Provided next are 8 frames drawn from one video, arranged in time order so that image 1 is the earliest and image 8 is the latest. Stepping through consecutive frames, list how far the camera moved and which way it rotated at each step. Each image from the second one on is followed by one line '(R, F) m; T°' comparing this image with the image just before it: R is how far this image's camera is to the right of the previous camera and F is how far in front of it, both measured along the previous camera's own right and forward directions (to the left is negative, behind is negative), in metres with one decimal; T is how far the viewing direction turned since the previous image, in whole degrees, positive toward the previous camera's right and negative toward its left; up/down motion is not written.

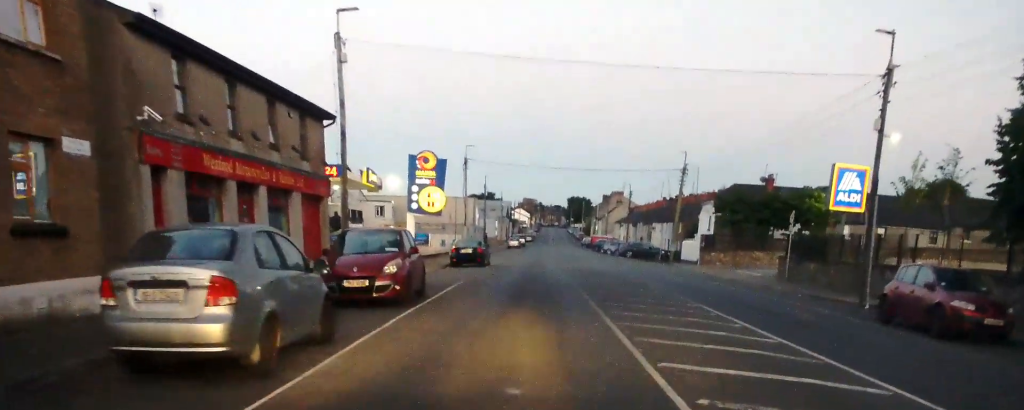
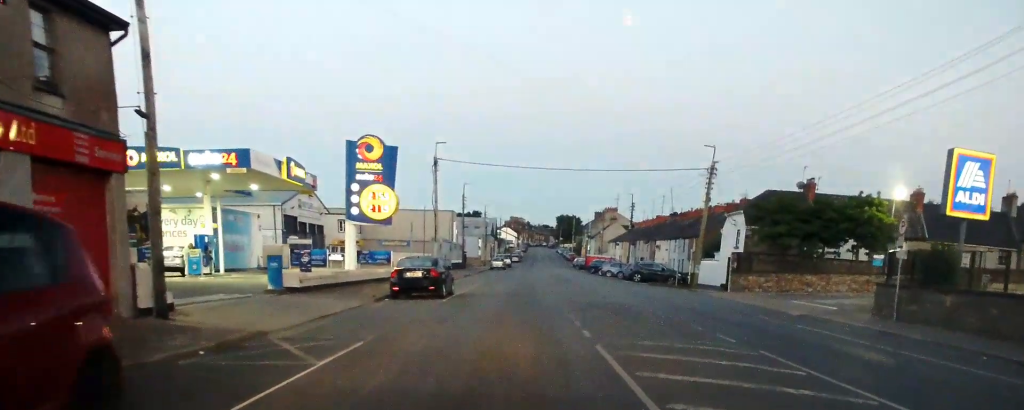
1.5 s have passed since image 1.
(-0.6, +13.7) m; -4°
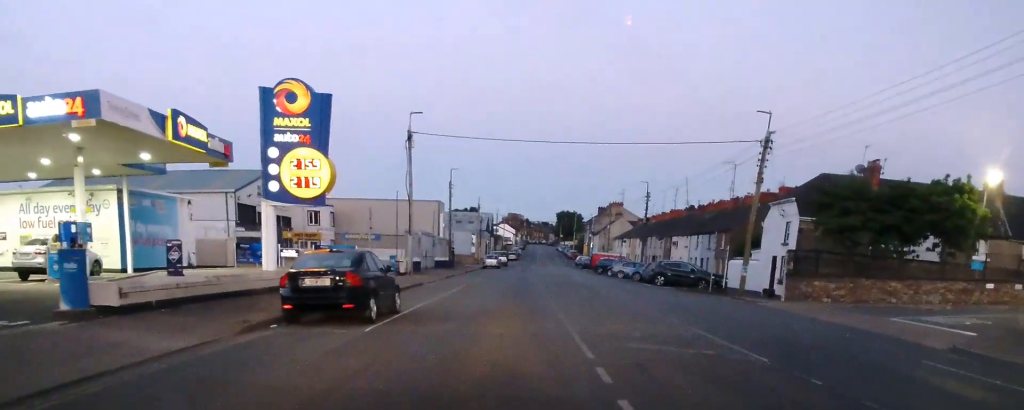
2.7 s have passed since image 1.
(0.0, +11.1) m; 0°
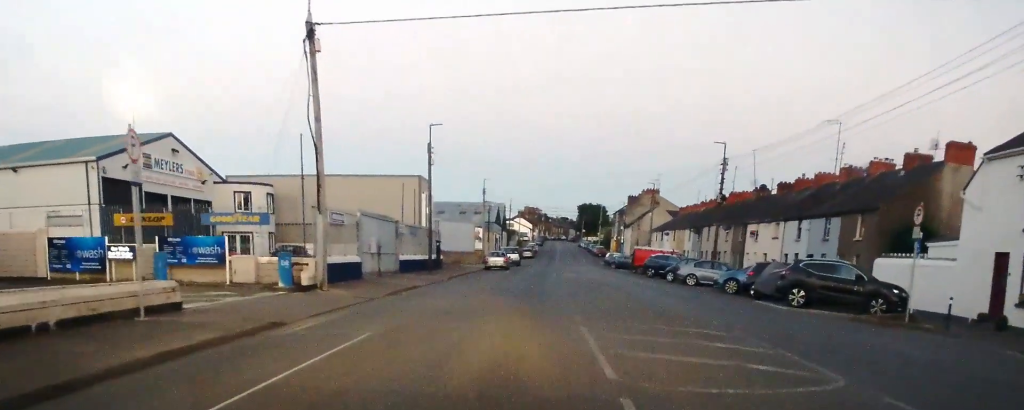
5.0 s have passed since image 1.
(+0.8, +23.1) m; +2°
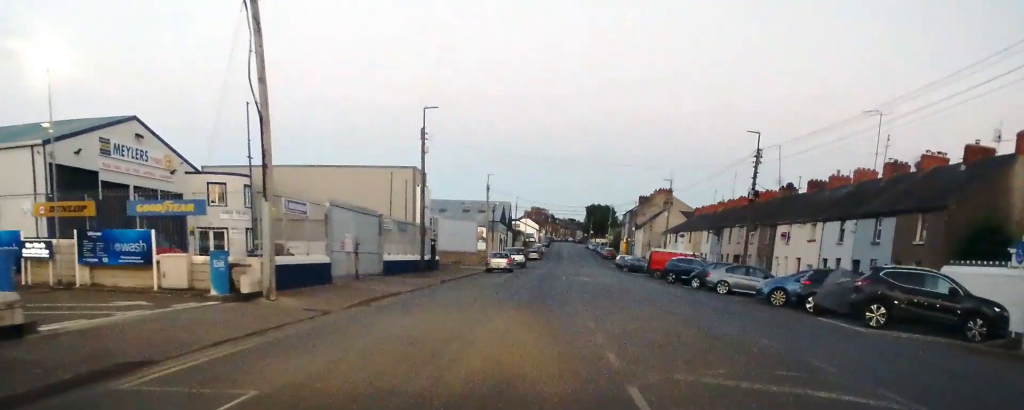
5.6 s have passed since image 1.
(-0.2, +5.7) m; -2°
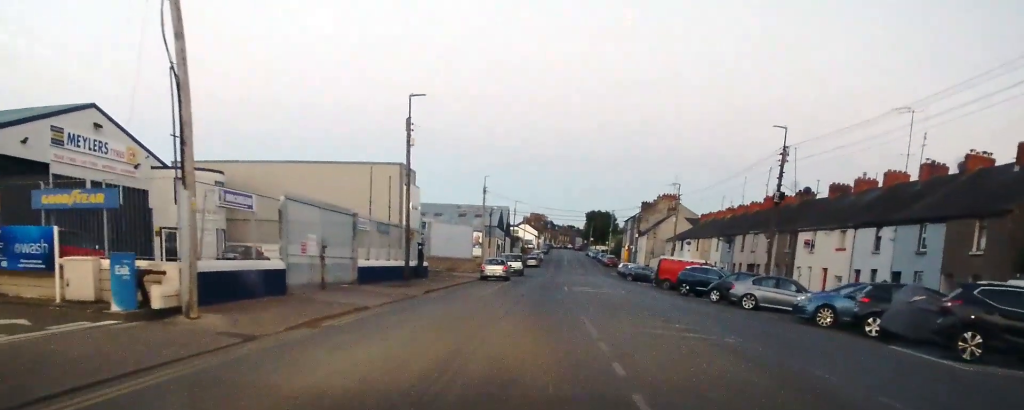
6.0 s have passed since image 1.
(-0.1, +4.7) m; -2°
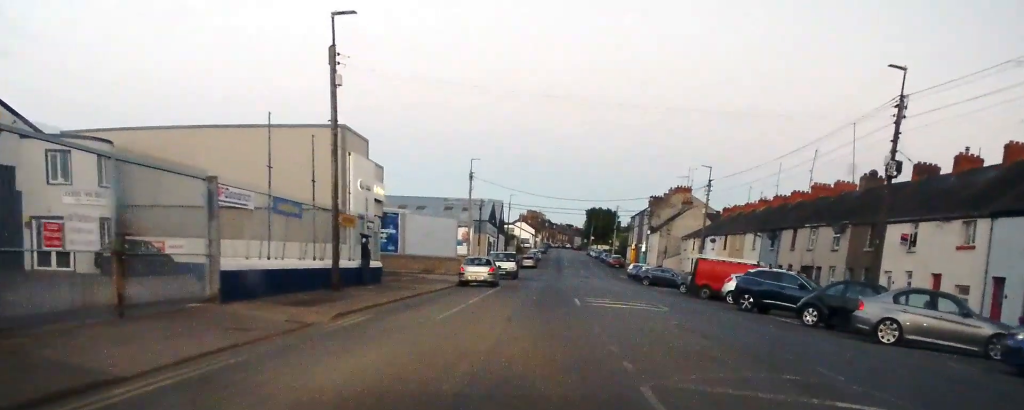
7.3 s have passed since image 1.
(+0.1, +12.8) m; +2°
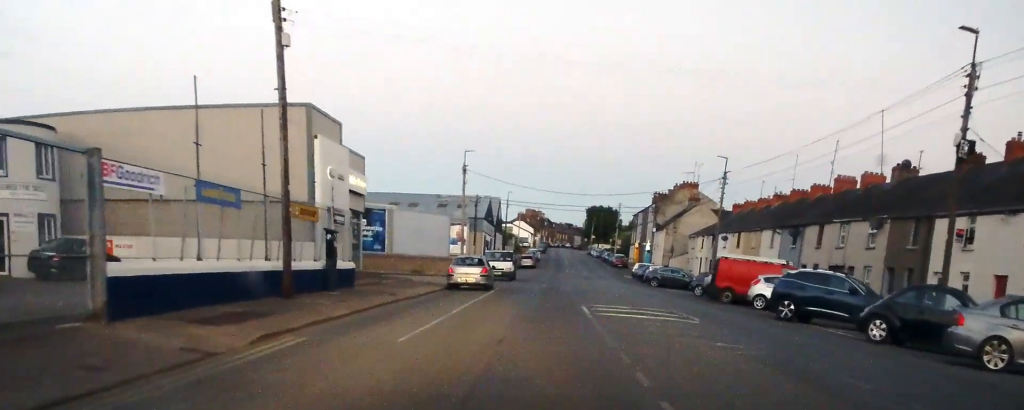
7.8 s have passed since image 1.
(+0.1, +4.7) m; +1°
